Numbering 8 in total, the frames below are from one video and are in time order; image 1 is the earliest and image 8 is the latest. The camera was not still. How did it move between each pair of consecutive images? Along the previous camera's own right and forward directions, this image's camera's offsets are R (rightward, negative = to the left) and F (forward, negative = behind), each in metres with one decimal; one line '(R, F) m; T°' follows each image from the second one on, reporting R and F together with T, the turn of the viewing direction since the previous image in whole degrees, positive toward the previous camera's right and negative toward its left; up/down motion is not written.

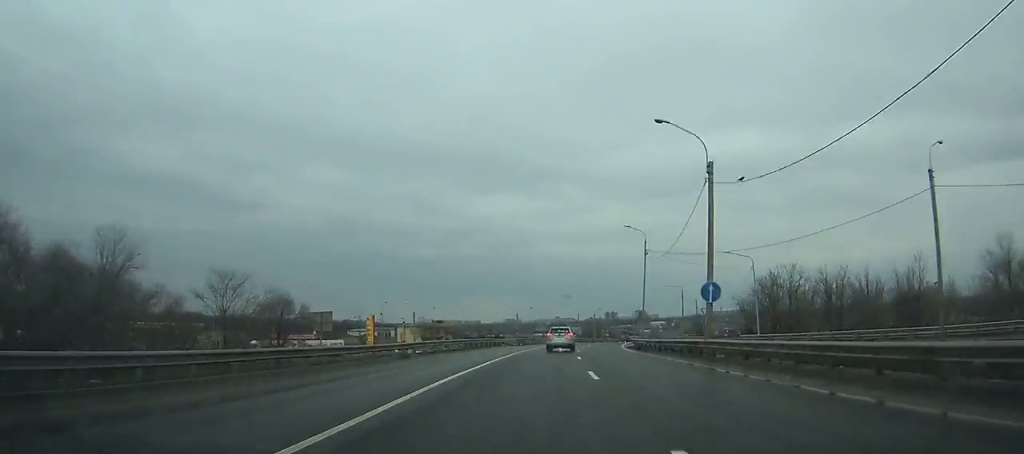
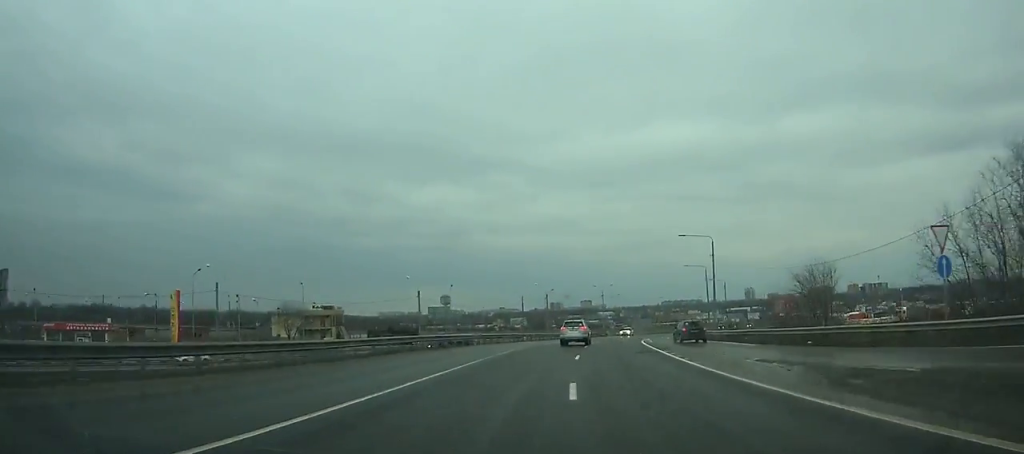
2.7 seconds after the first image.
(+2.8, +53.6) m; +7°
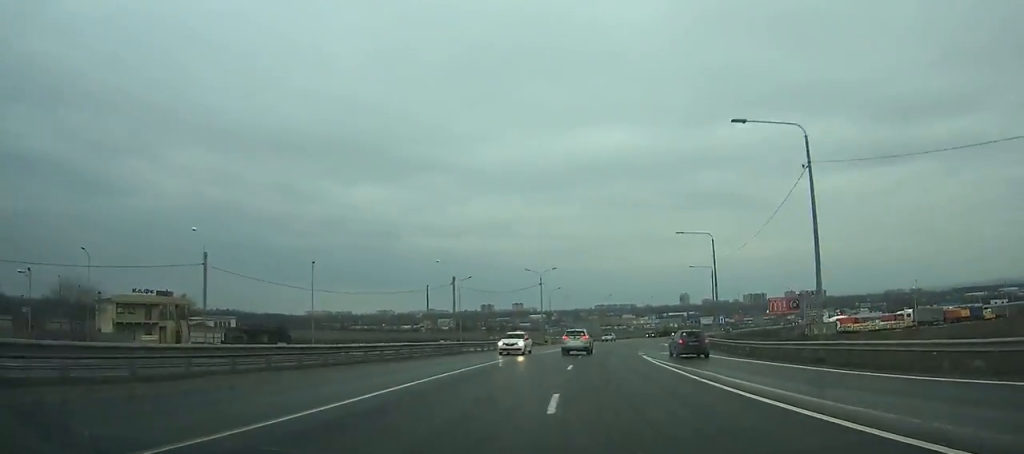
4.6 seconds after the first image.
(+2.2, +37.9) m; +7°
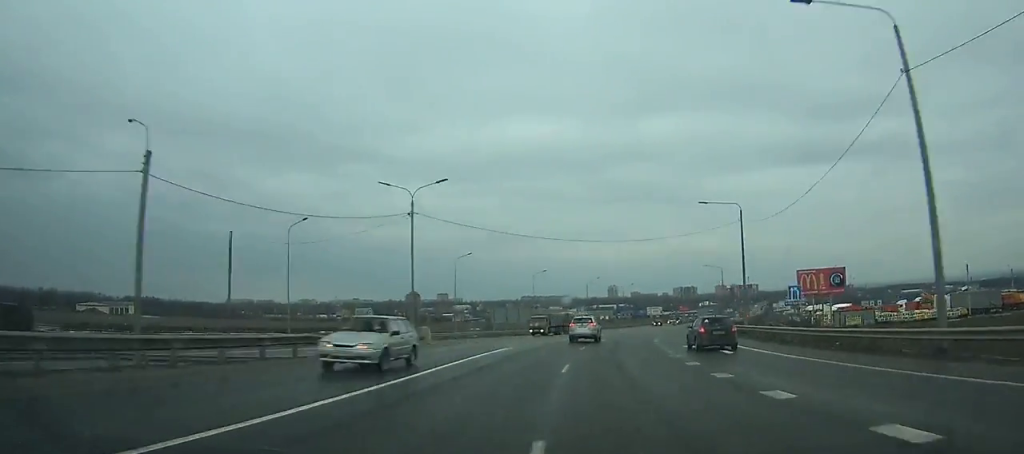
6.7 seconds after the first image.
(+1.7, +42.3) m; +8°
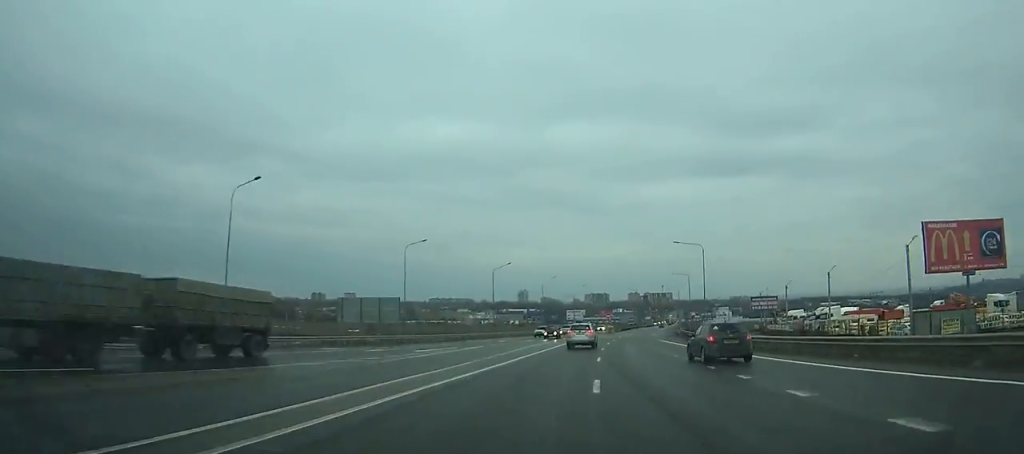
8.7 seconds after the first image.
(+3.7, +40.9) m; +7°
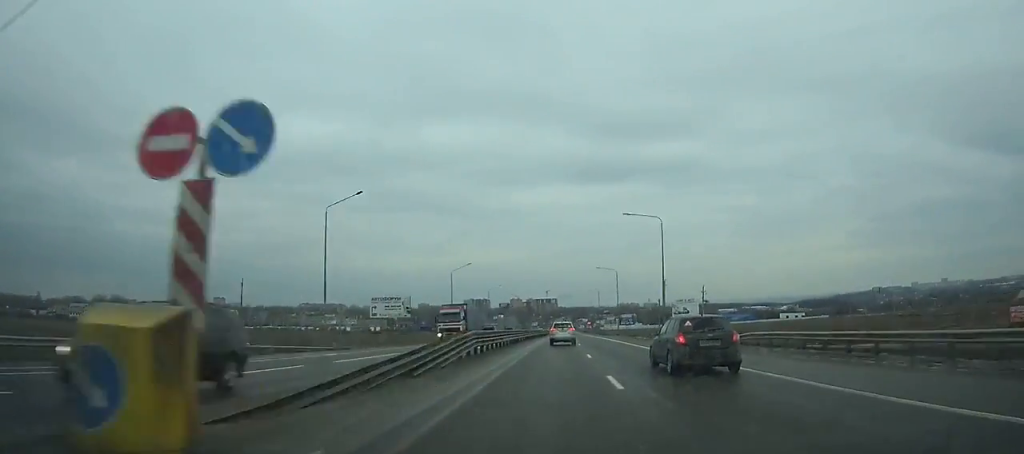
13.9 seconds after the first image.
(+11.7, +110.2) m; +8°
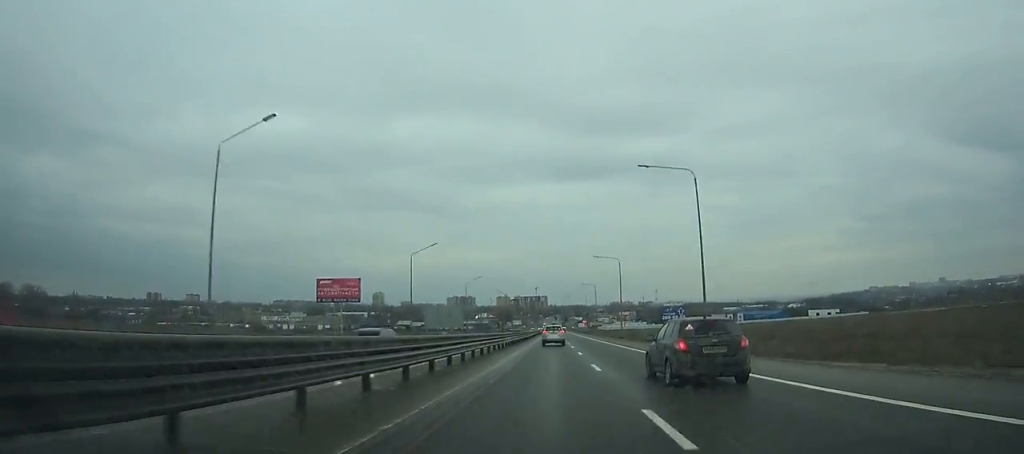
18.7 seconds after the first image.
(+1.2, +108.5) m; +1°
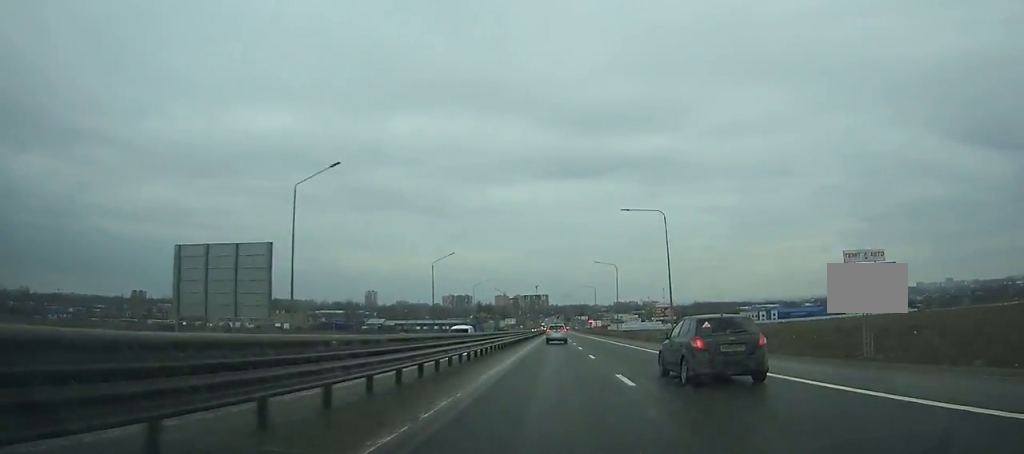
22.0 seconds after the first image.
(0.0, +77.7) m; 0°
